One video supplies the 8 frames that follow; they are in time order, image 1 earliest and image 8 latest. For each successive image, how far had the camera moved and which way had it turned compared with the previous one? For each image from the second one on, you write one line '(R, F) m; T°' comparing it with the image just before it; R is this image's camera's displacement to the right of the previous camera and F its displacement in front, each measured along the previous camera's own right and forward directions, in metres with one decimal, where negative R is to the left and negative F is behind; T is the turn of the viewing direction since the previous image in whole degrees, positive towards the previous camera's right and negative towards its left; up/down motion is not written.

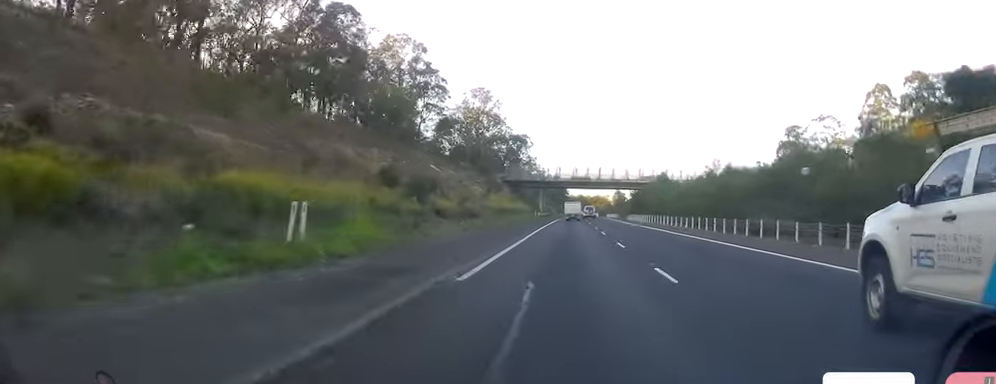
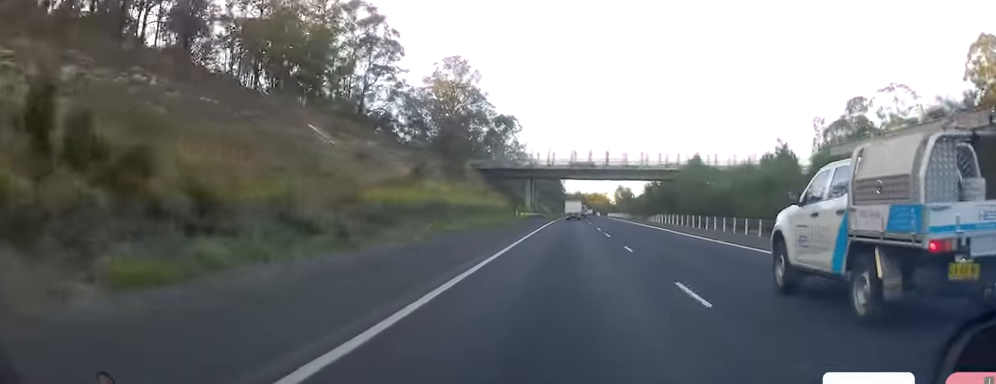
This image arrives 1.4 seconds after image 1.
(+0.8, +39.3) m; +1°
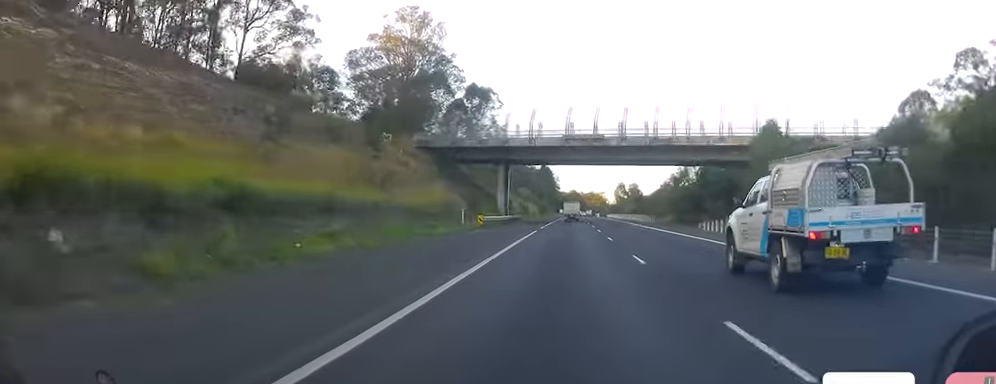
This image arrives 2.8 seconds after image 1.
(-0.2, +40.2) m; 0°
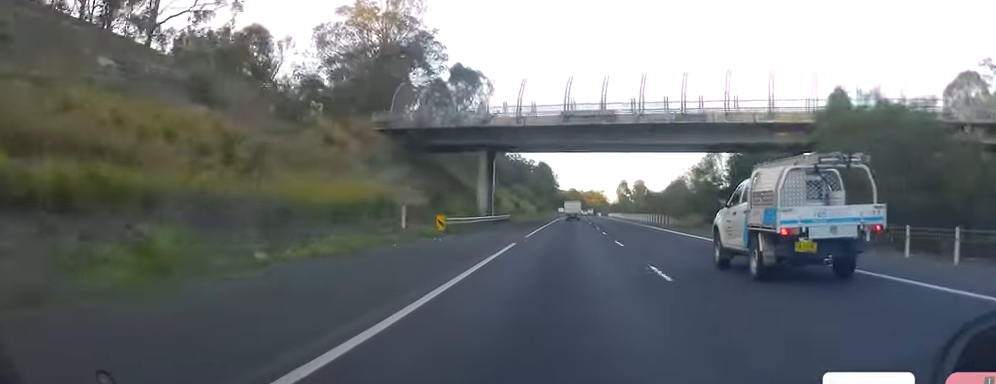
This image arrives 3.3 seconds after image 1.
(+0.1, +16.2) m; 0°
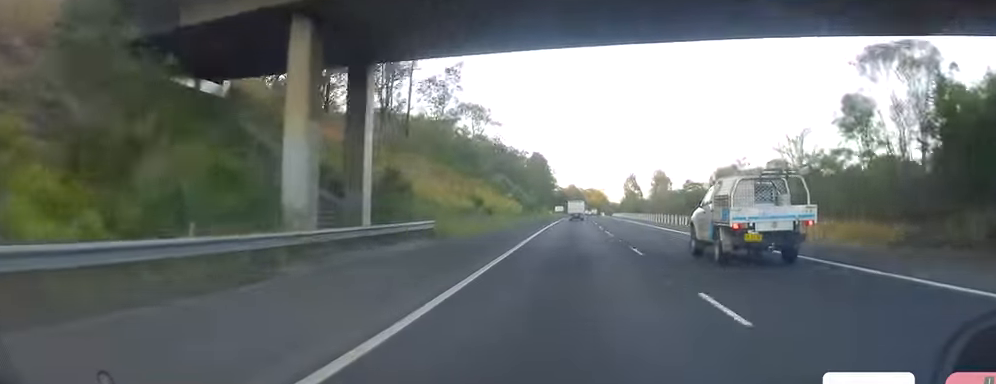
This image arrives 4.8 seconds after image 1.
(-0.3, +40.9) m; 0°
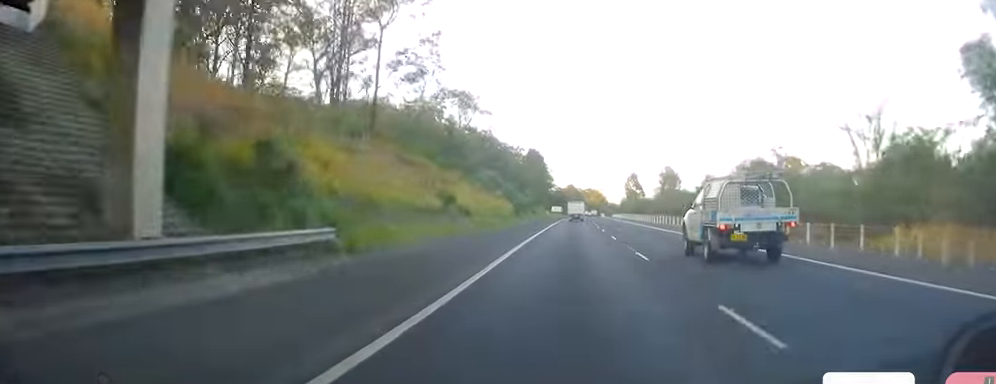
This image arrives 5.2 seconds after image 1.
(-0.3, +13.3) m; 0°
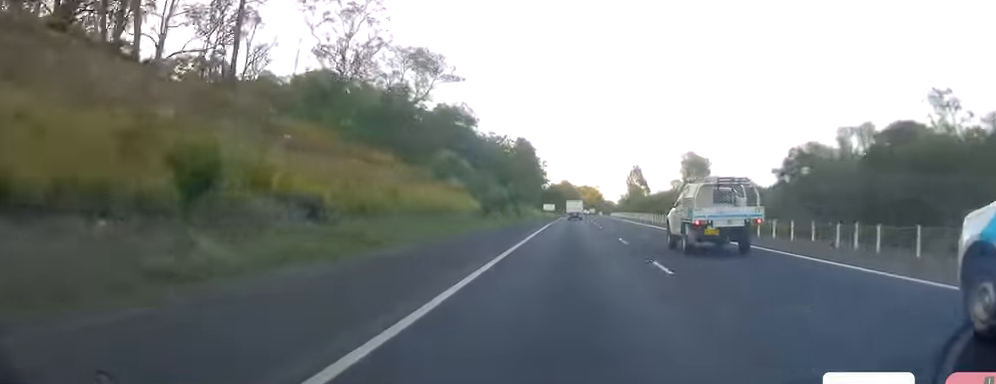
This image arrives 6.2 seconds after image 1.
(+0.6, +28.4) m; +1°
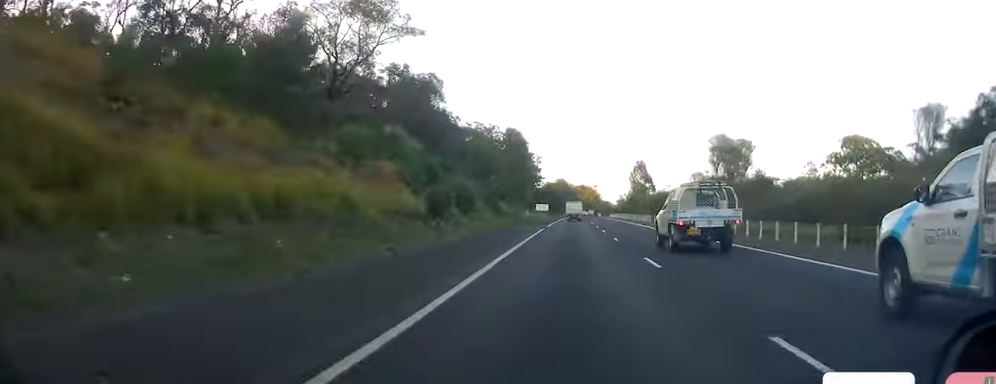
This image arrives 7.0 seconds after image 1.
(0.0, +21.8) m; 0°
